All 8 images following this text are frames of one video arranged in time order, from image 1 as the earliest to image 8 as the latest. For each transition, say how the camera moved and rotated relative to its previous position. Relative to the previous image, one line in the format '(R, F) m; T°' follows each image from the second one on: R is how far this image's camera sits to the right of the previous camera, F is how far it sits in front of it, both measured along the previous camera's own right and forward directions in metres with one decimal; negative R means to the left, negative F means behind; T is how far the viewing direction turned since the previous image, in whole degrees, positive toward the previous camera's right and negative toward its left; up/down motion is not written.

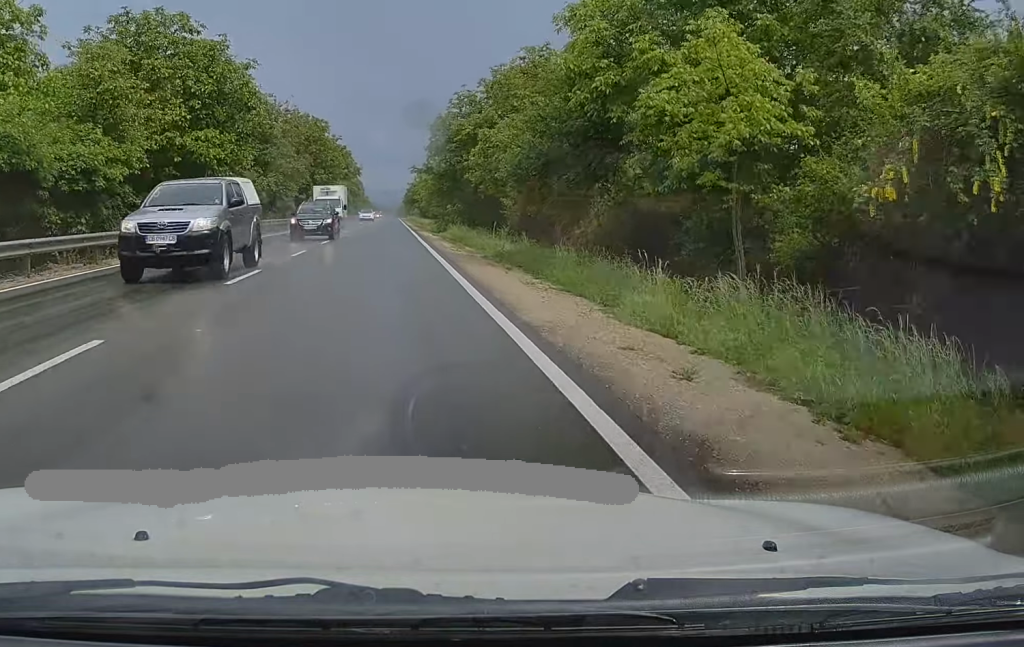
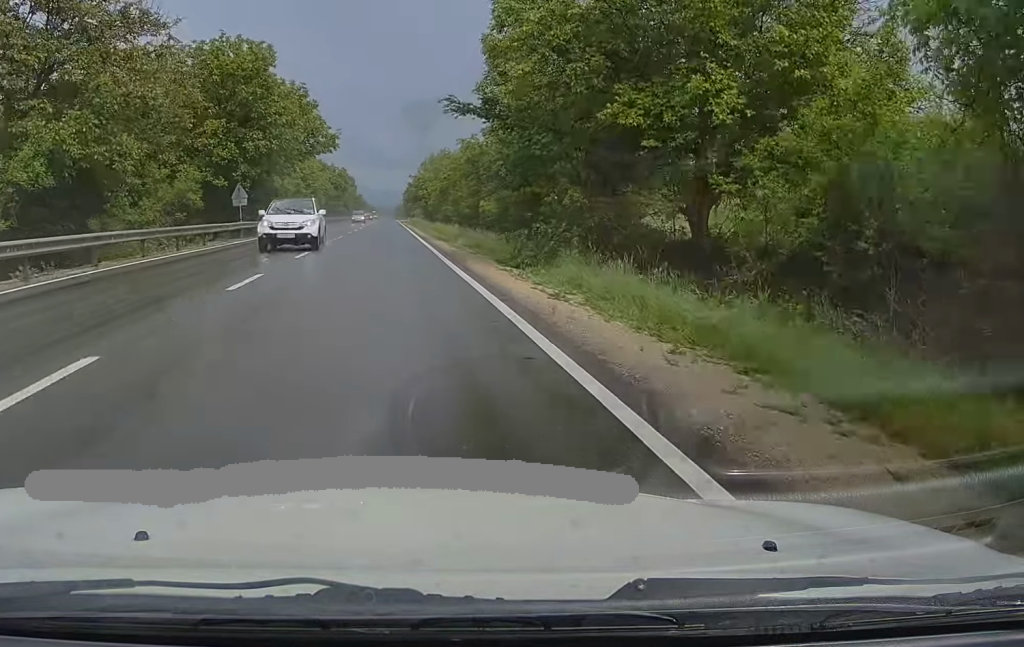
(+0.2, +36.2) m; -1°
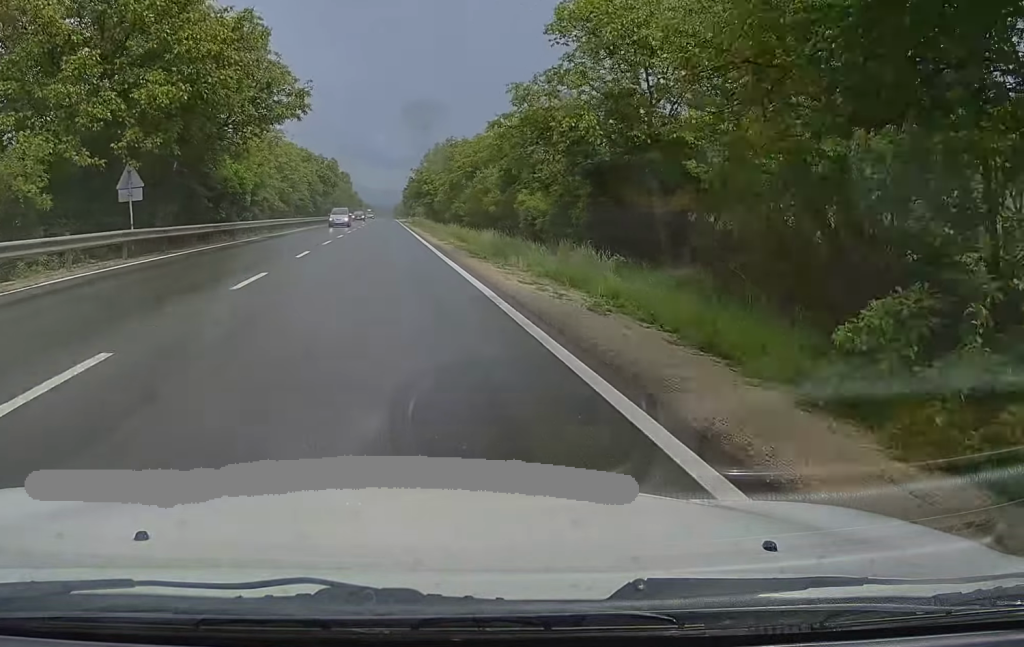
(-0.2, +17.7) m; -1°
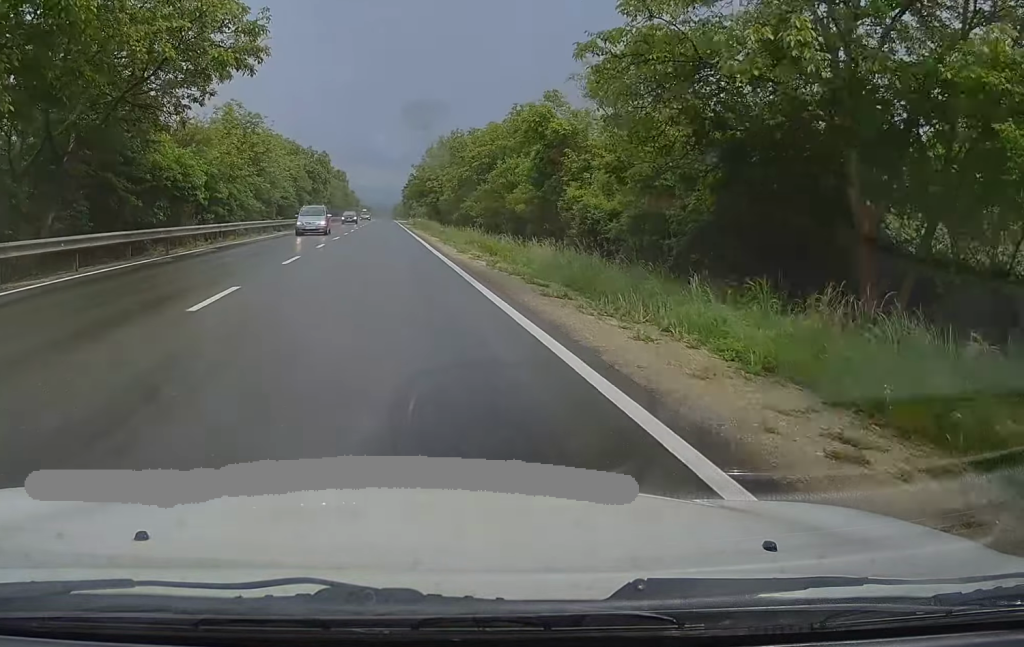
(-0.2, +11.5) m; 0°
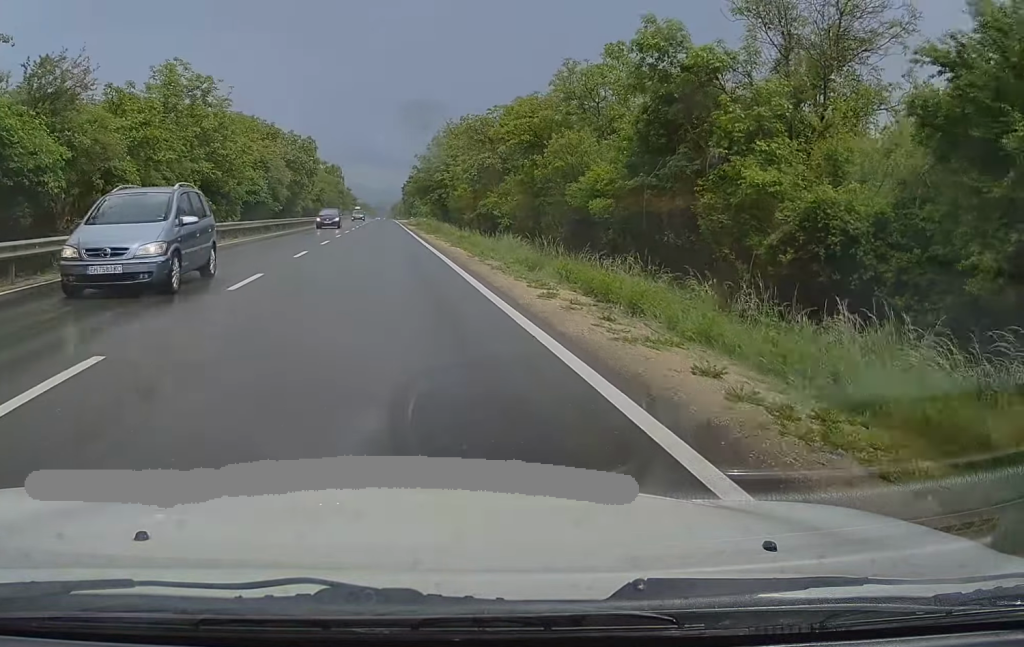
(-0.1, +15.4) m; +1°
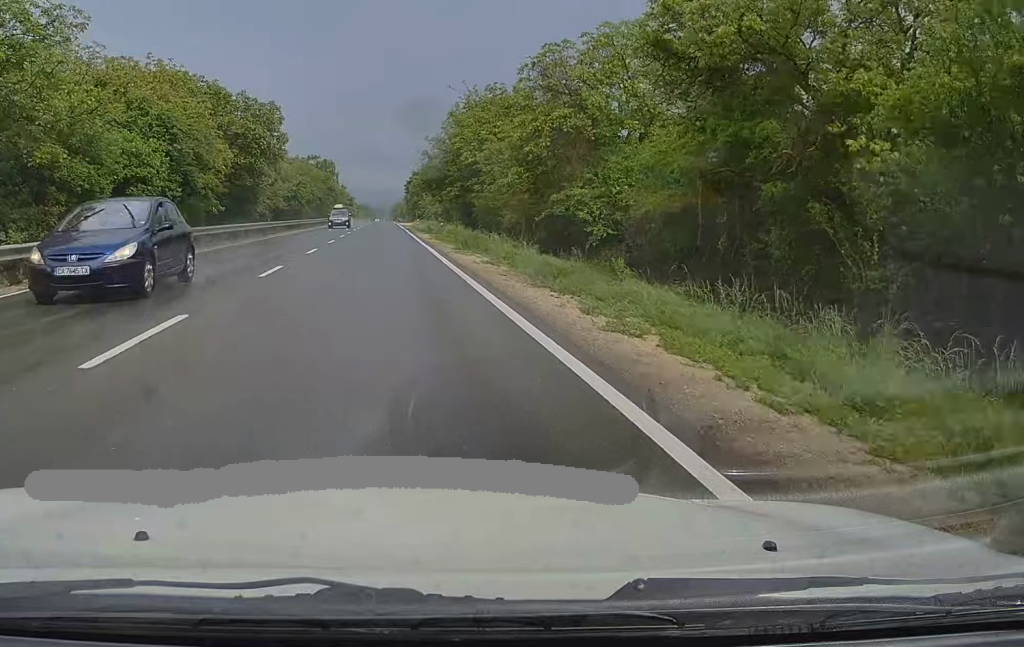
(+0.5, +23.7) m; +2°
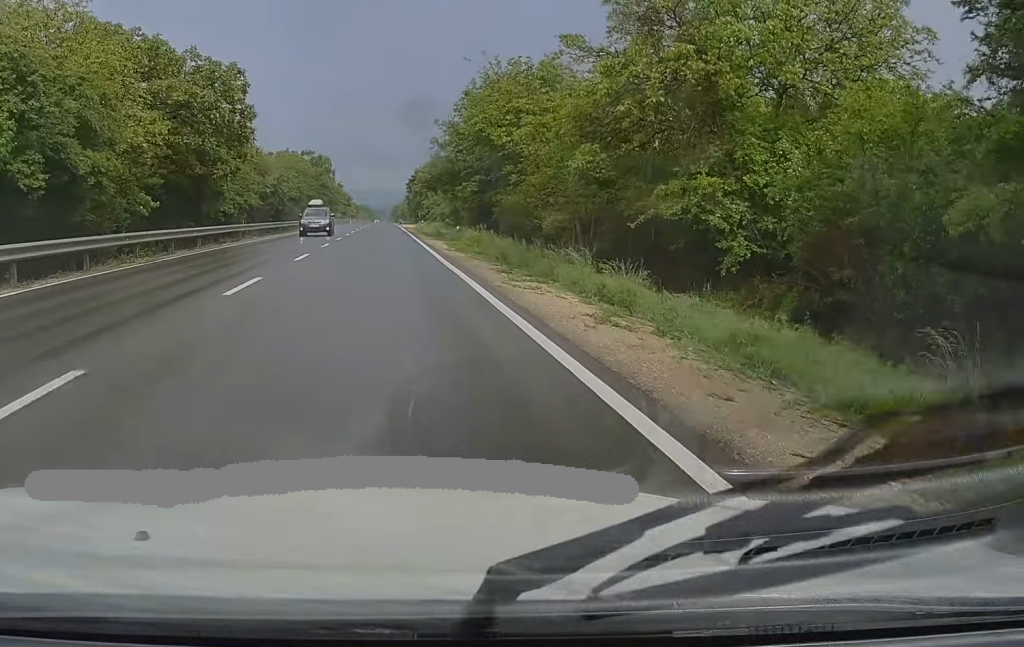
(+0.3, +12.2) m; 0°
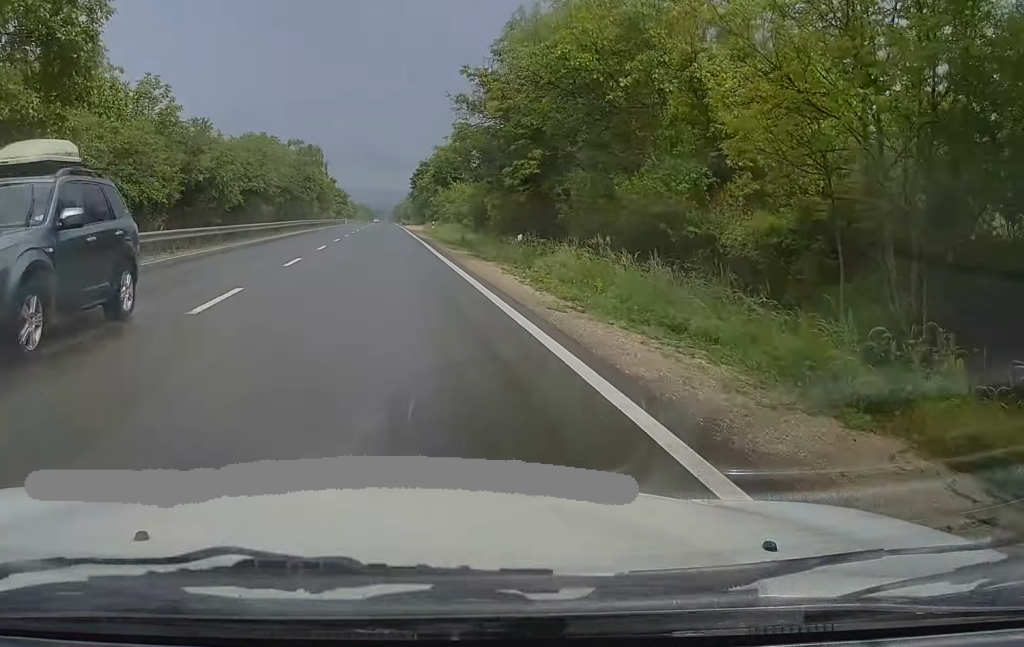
(-0.2, +20.0) m; -1°
